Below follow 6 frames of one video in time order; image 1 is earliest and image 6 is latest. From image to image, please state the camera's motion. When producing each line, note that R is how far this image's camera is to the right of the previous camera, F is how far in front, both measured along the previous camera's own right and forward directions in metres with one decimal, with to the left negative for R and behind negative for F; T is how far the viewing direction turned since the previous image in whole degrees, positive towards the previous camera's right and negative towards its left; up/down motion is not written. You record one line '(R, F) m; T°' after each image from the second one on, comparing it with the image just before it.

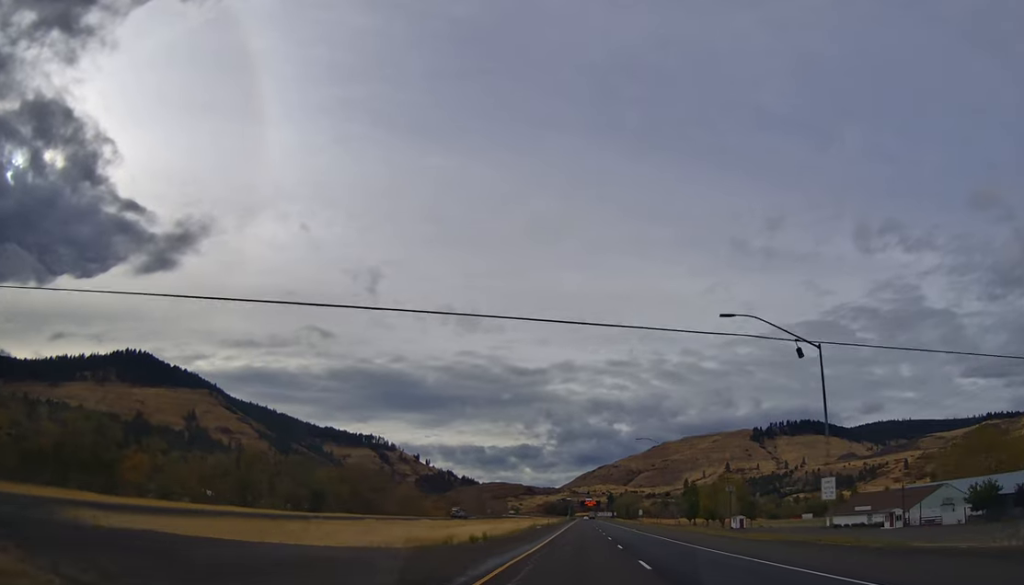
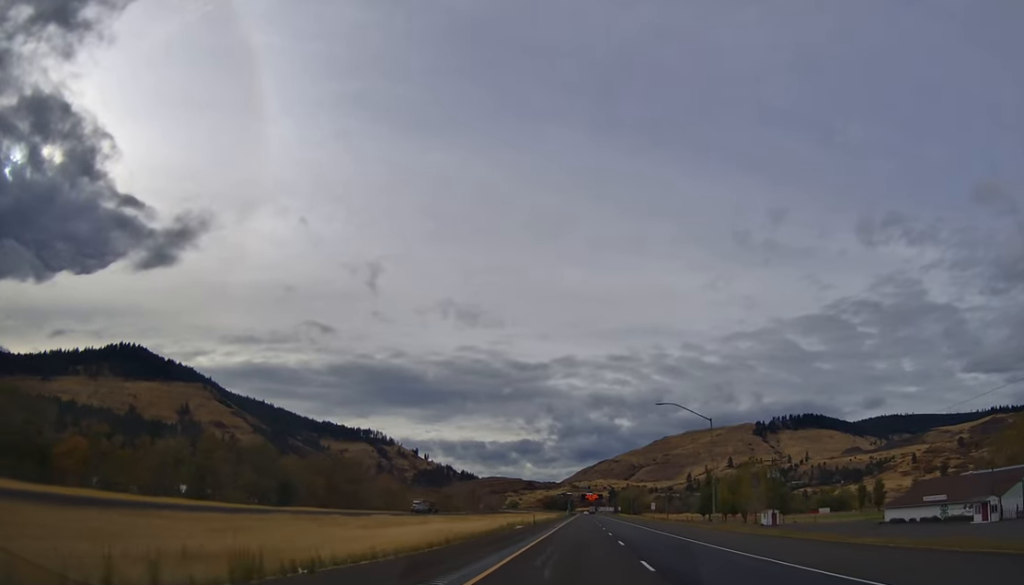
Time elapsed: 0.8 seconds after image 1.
(-0.3, +25.8) m; -1°
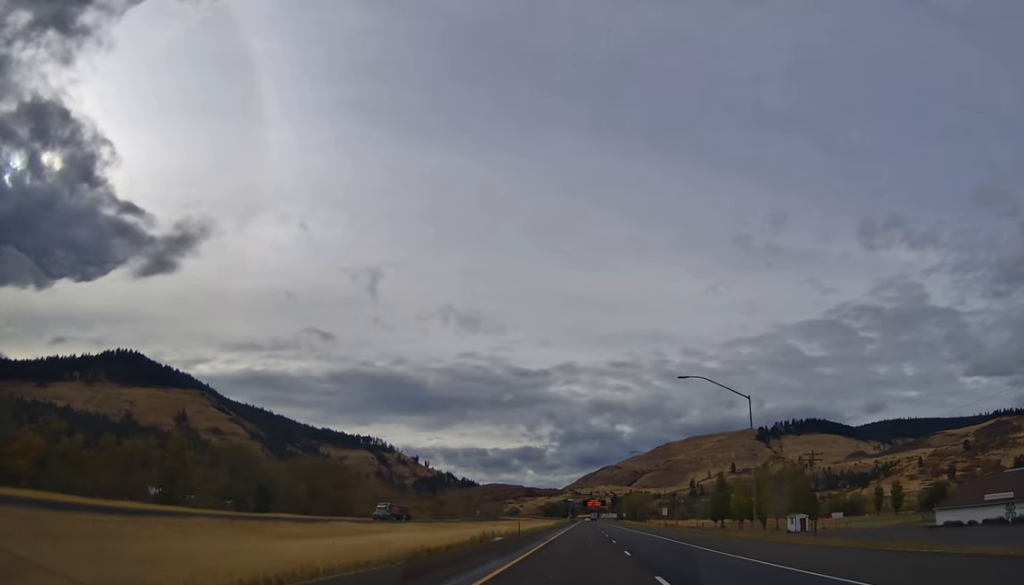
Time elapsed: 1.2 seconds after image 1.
(-0.1, +15.7) m; 0°
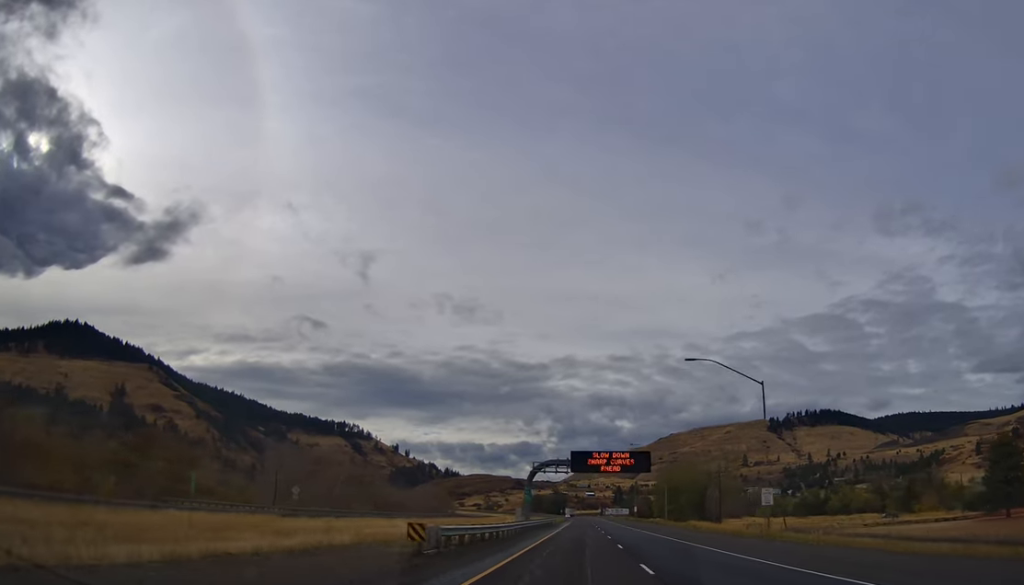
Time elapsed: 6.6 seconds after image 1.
(+0.5, +180.0) m; +1°
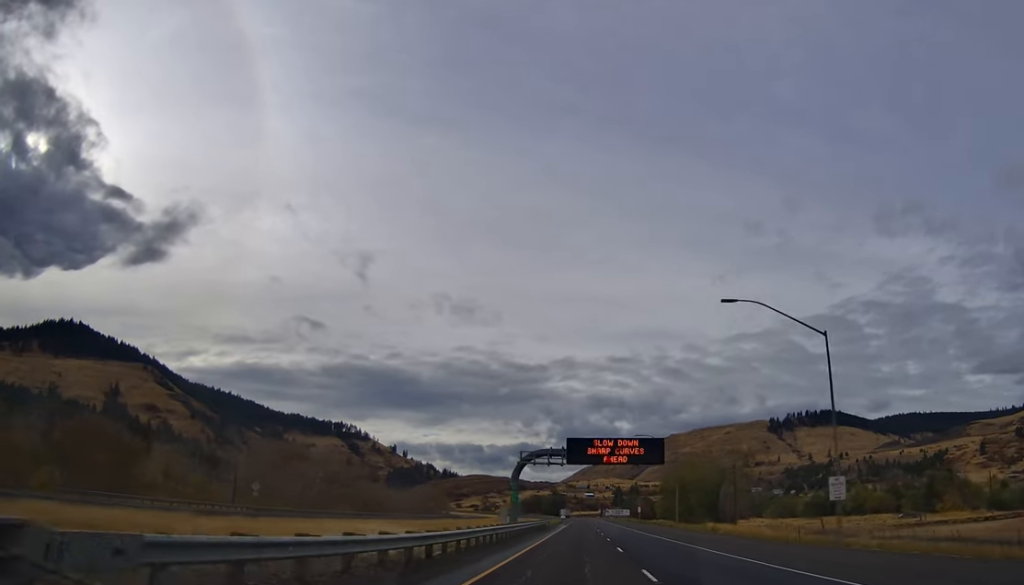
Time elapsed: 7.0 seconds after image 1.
(+0.1, +13.5) m; 0°
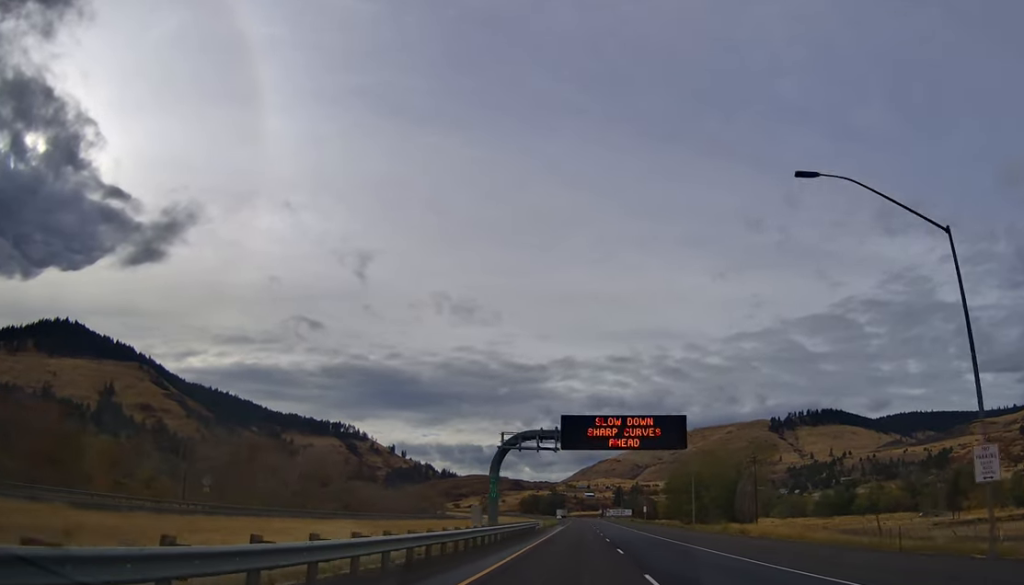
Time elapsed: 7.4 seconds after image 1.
(0.0, +13.5) m; 0°
